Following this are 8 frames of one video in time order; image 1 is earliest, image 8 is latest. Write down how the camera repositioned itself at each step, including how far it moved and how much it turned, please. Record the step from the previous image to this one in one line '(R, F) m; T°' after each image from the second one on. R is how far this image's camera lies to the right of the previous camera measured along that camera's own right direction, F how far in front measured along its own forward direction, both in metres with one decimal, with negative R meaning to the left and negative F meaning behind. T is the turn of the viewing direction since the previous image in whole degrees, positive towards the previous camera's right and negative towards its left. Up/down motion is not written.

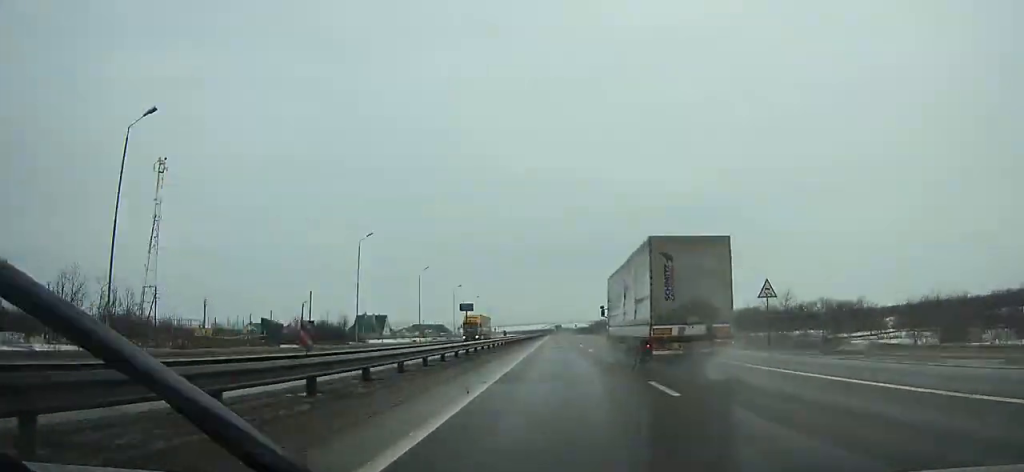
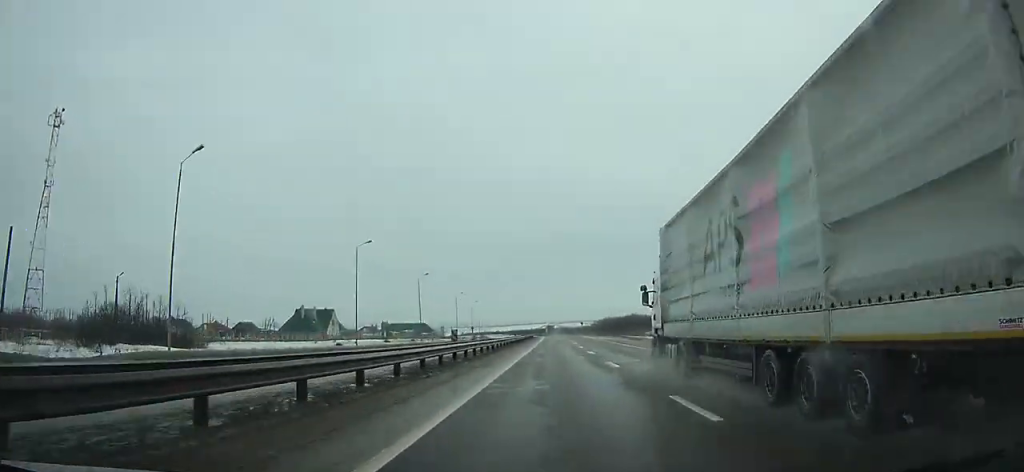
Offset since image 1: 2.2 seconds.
(0.0, +65.0) m; 0°
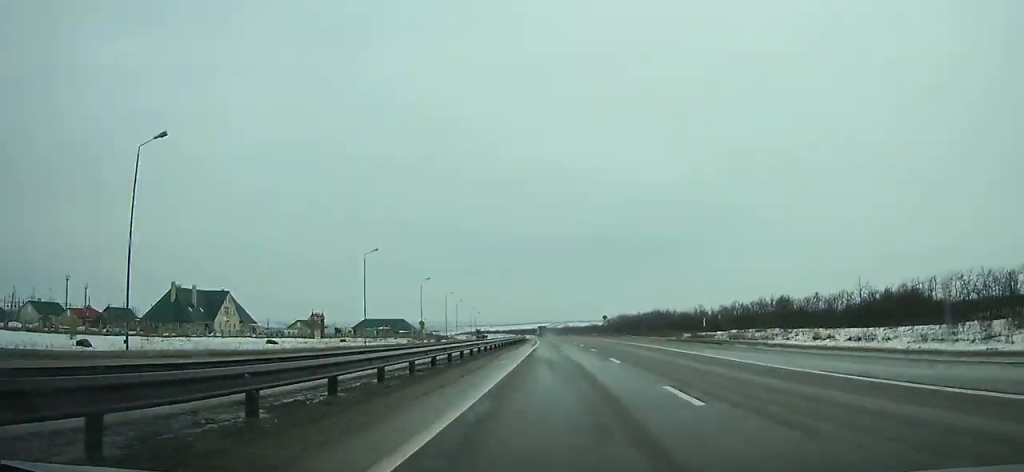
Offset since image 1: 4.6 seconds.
(0.0, +70.6) m; -1°
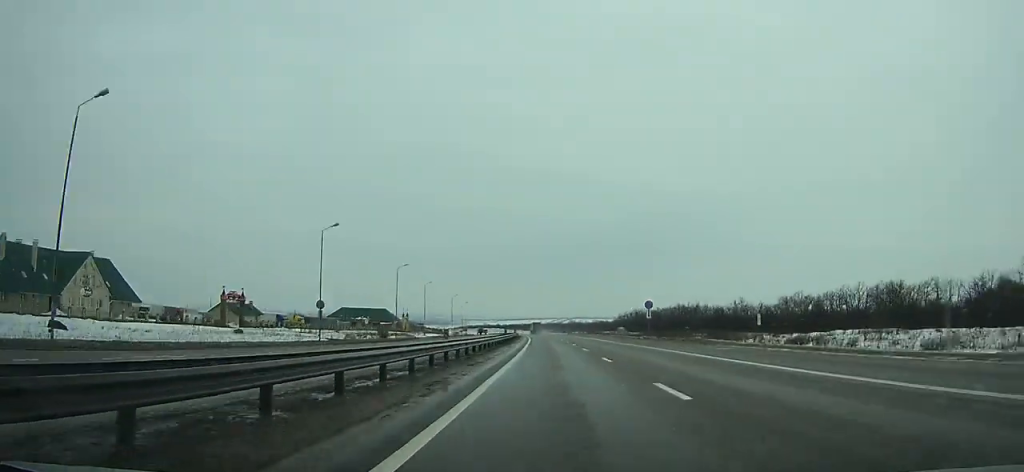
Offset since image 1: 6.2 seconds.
(-0.4, +46.8) m; -1°
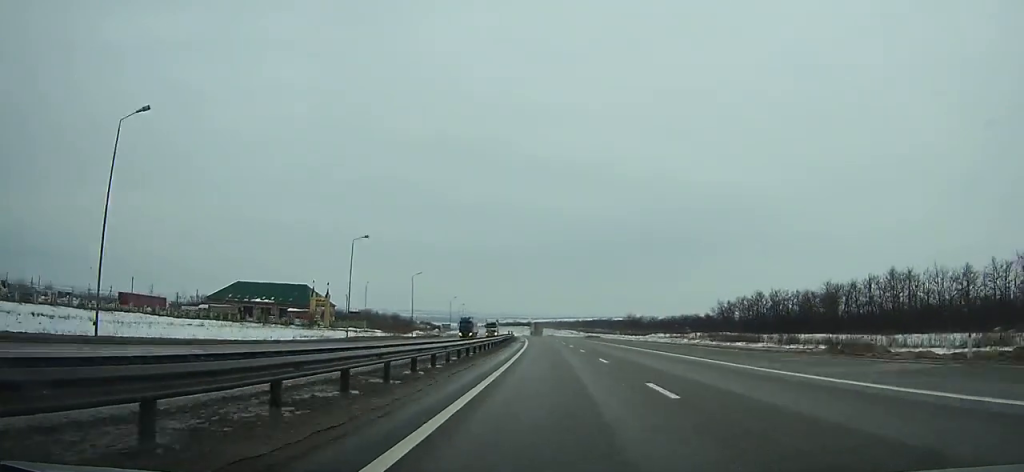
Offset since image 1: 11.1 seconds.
(-3.8, +142.3) m; -4°
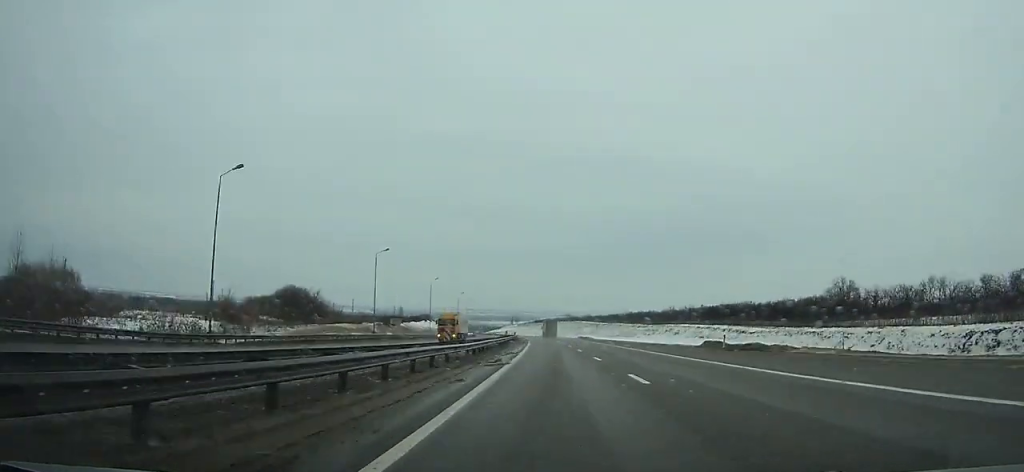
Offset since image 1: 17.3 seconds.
(-9.2, +178.2) m; -6°
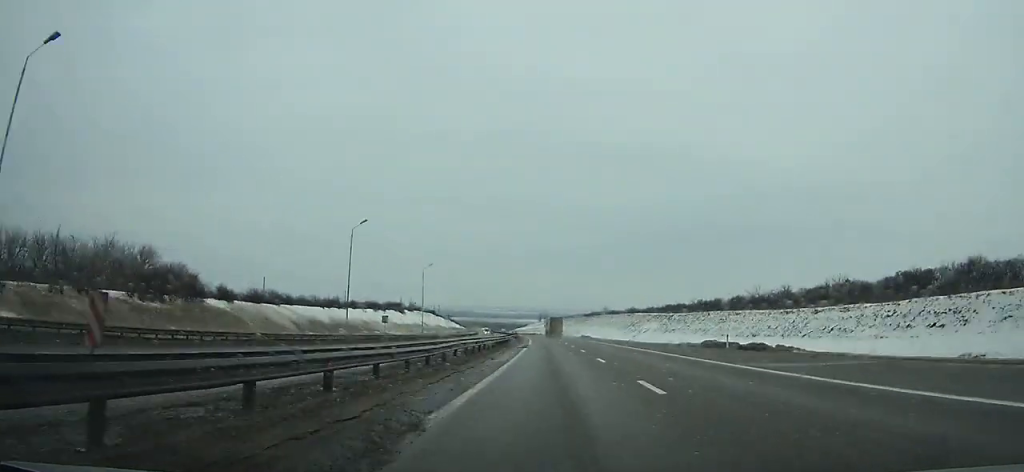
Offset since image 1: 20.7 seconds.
(-2.1, +98.0) m; -2°
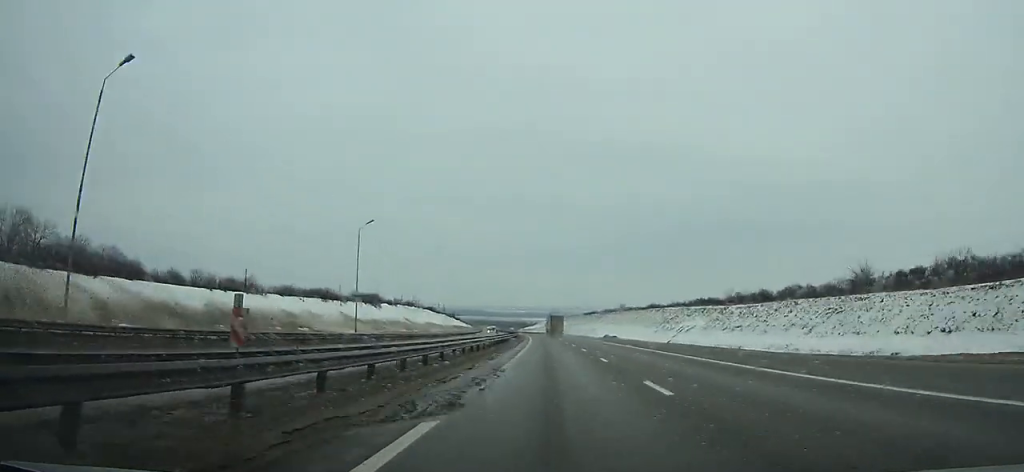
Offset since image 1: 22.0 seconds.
(0.0, +37.7) m; -1°
